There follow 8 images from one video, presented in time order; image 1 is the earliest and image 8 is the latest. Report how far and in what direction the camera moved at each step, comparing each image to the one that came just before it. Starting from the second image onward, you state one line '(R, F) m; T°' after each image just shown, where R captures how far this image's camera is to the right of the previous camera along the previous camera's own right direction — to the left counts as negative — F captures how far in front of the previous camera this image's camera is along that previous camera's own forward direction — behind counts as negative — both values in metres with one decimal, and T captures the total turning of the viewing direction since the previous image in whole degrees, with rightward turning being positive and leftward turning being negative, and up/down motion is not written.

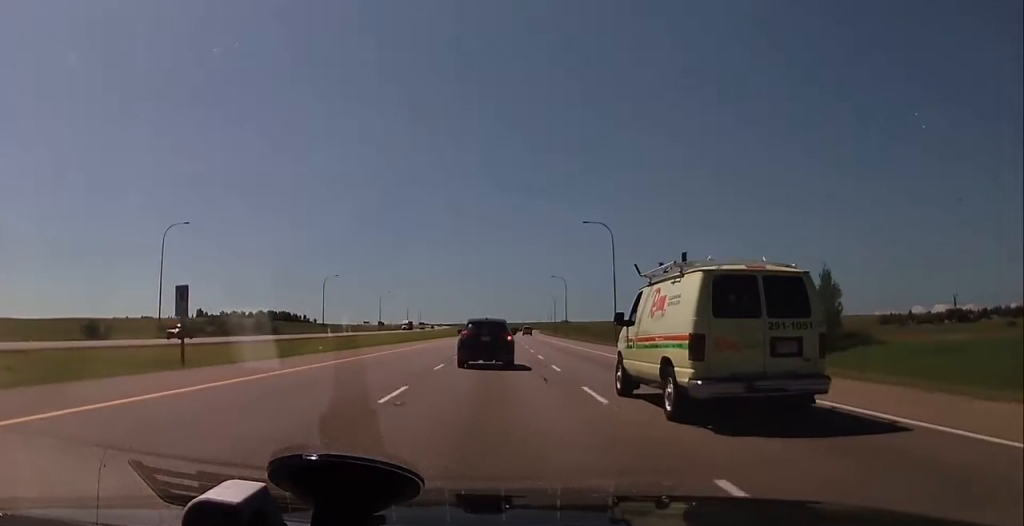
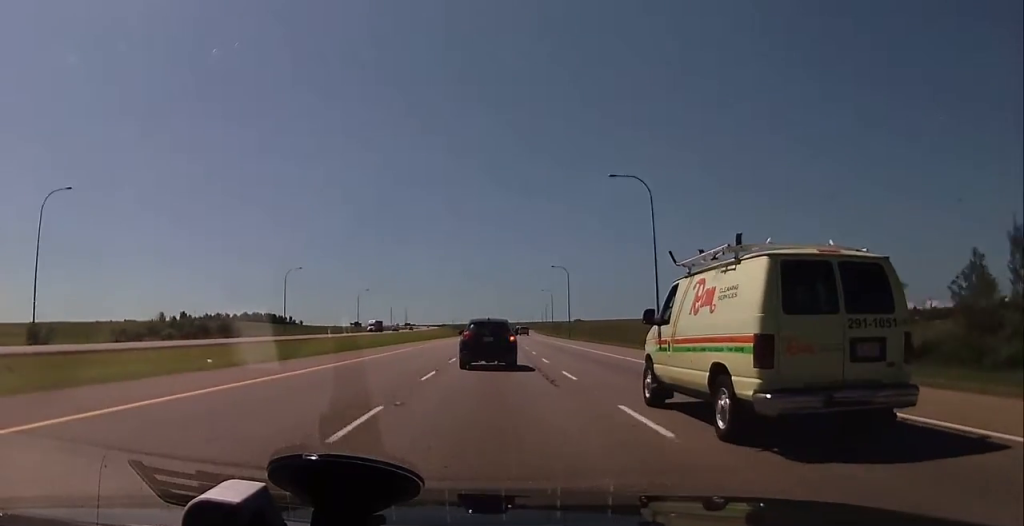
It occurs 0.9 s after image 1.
(-0.2, +30.7) m; 0°
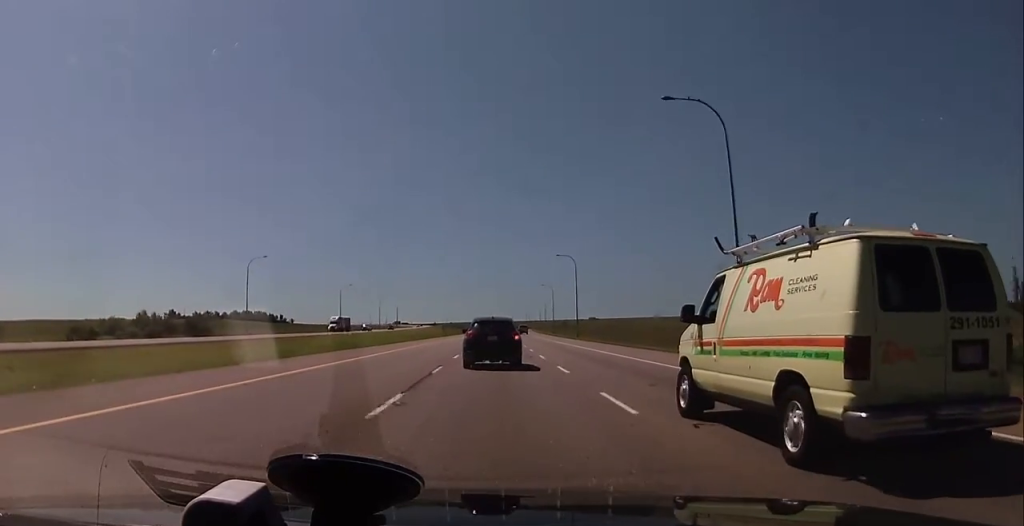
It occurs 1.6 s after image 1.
(+0.1, +25.0) m; 0°
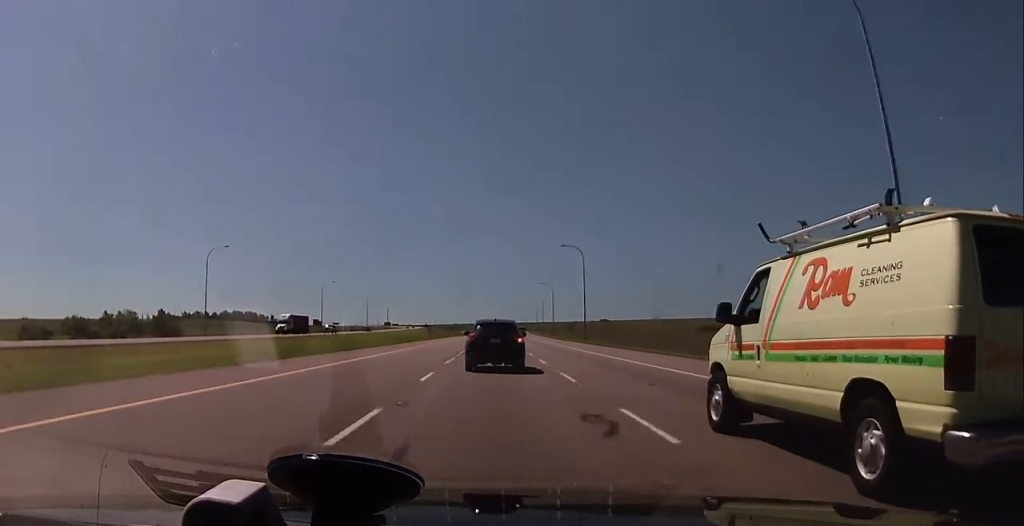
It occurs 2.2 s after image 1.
(+0.1, +20.5) m; 0°
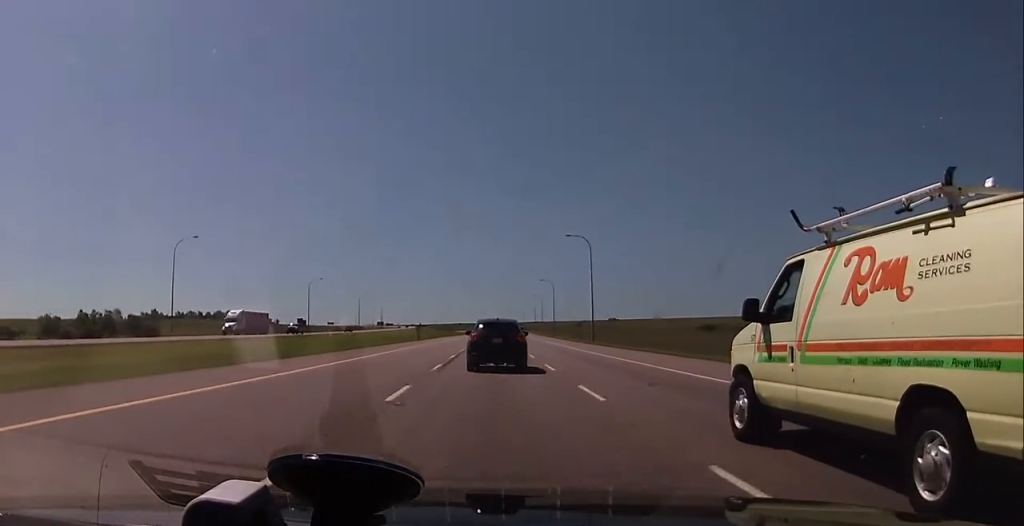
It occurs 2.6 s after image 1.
(0.0, +13.7) m; 0°
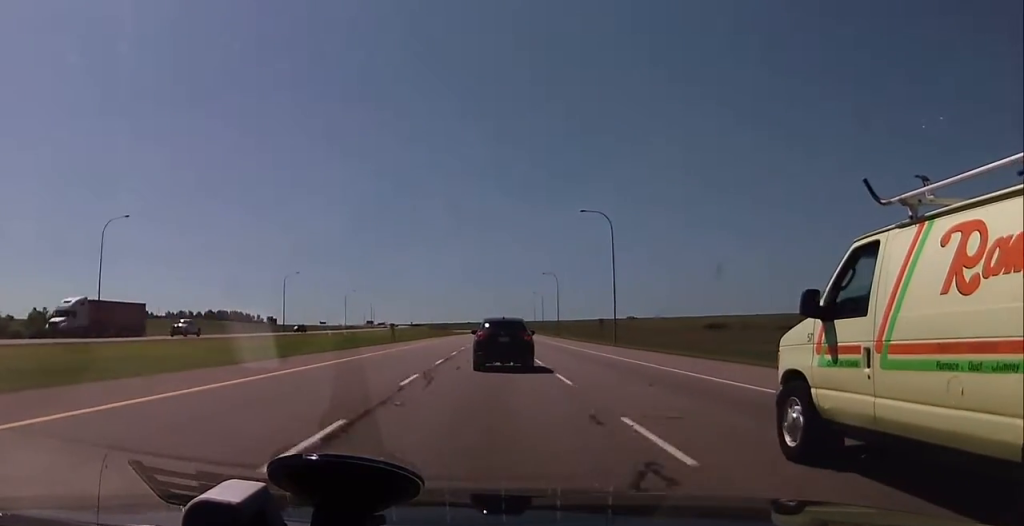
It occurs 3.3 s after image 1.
(+0.1, +23.9) m; 0°
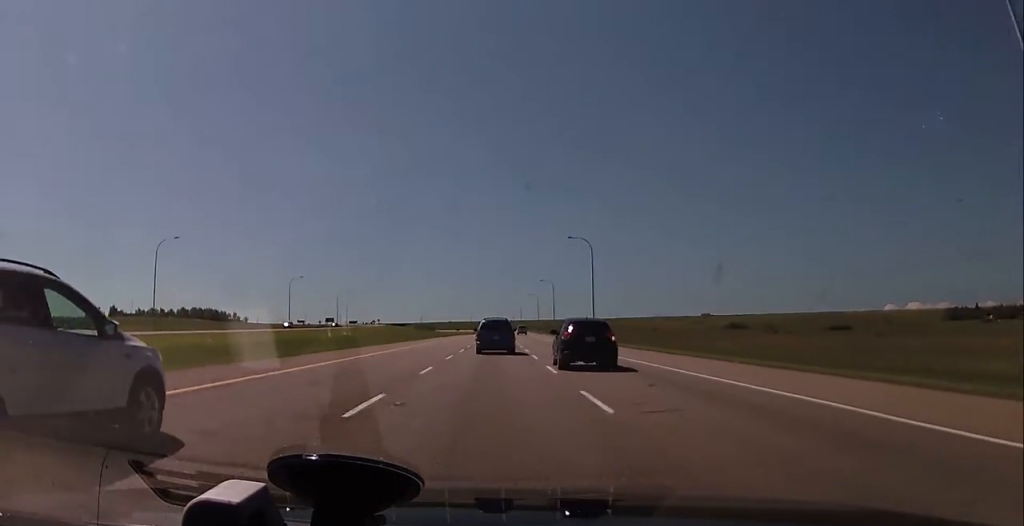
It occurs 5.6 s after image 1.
(+1.5, +78.3) m; +2°
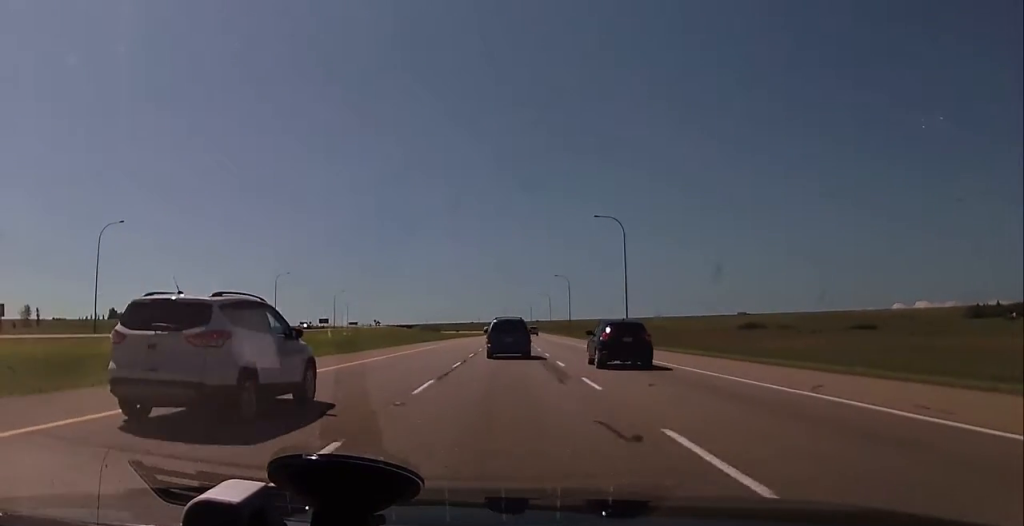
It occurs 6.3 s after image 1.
(0.0, +23.5) m; 0°
